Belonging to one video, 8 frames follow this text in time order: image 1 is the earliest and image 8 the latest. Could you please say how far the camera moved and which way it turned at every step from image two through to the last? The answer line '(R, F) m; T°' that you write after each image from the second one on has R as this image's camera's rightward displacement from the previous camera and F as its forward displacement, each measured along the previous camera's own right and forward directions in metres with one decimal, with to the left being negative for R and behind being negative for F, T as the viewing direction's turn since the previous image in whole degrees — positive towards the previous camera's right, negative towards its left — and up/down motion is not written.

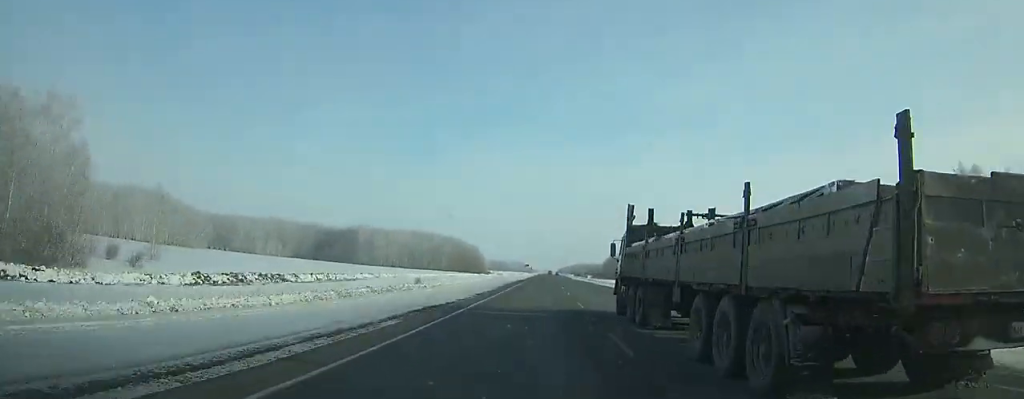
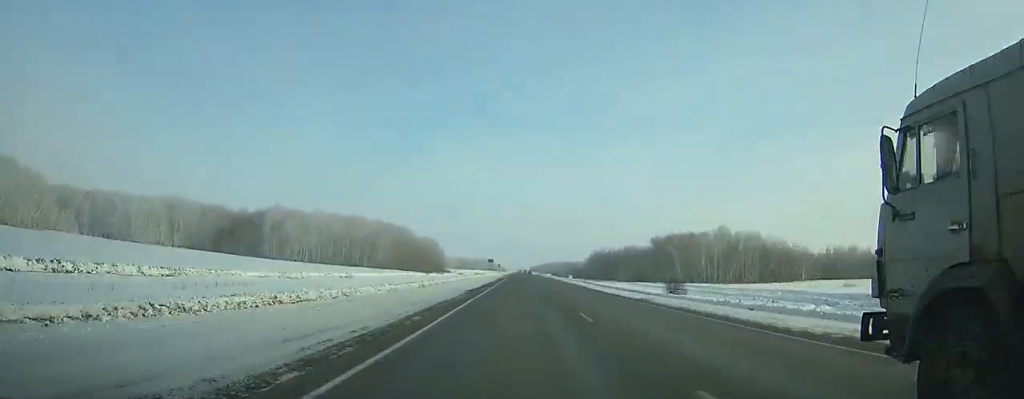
(+1.6, +73.7) m; +2°
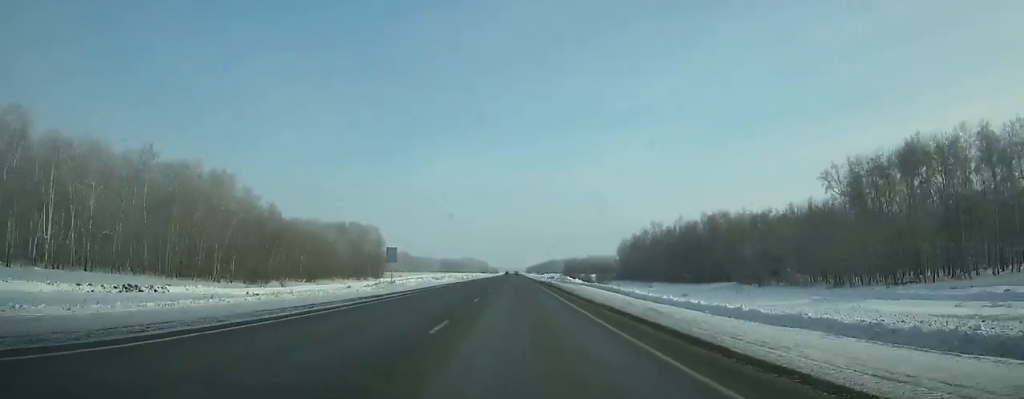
(+0.6, +147.8) m; 0°
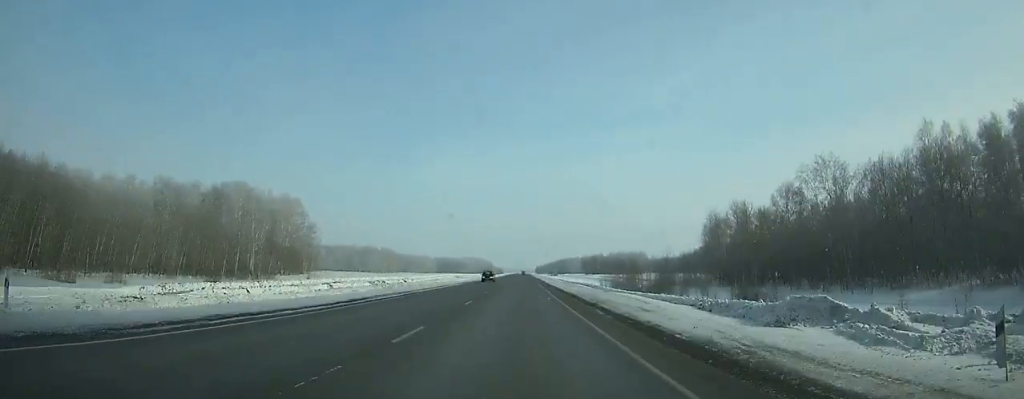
(-1.0, +109.2) m; -1°
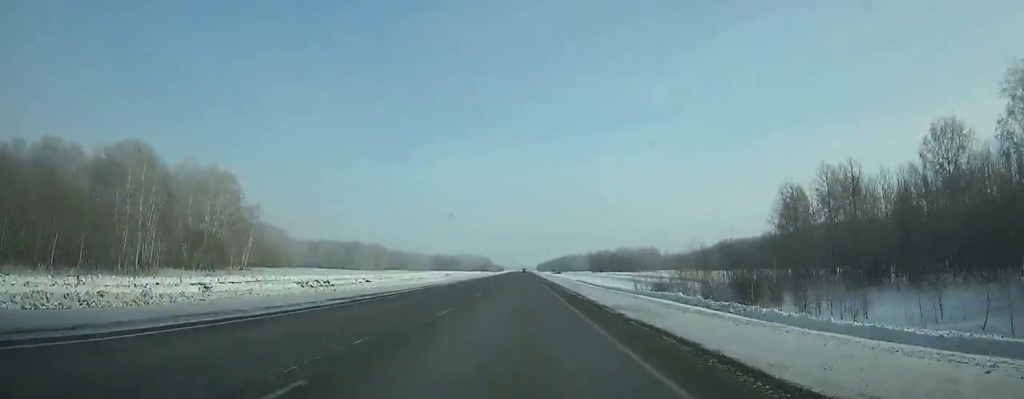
(0.0, +43.7) m; 0°
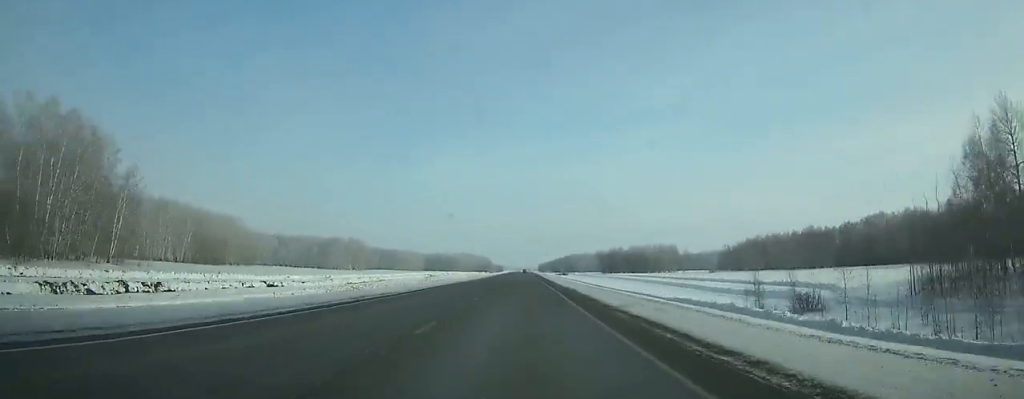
(-0.2, +54.8) m; 0°
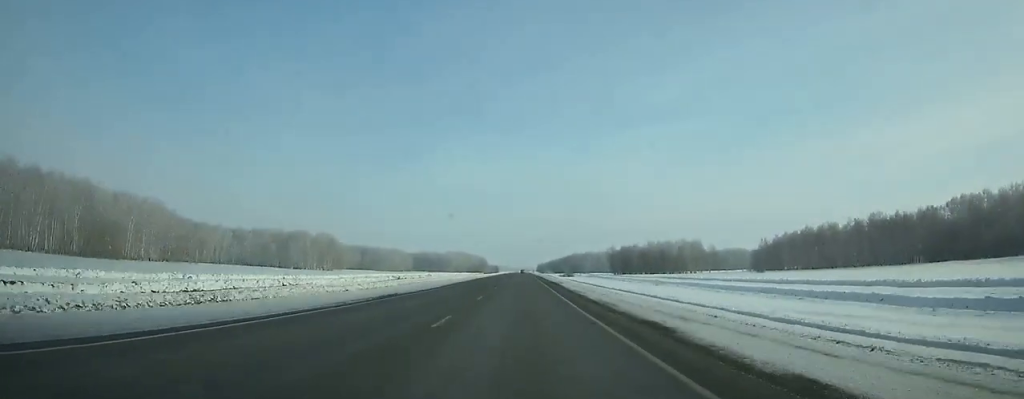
(-0.1, +62.8) m; 0°
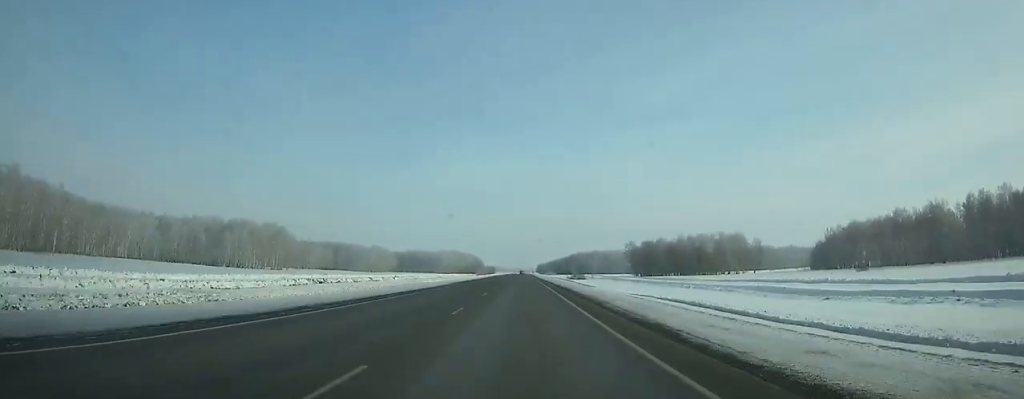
(0.0, +74.7) m; 0°
